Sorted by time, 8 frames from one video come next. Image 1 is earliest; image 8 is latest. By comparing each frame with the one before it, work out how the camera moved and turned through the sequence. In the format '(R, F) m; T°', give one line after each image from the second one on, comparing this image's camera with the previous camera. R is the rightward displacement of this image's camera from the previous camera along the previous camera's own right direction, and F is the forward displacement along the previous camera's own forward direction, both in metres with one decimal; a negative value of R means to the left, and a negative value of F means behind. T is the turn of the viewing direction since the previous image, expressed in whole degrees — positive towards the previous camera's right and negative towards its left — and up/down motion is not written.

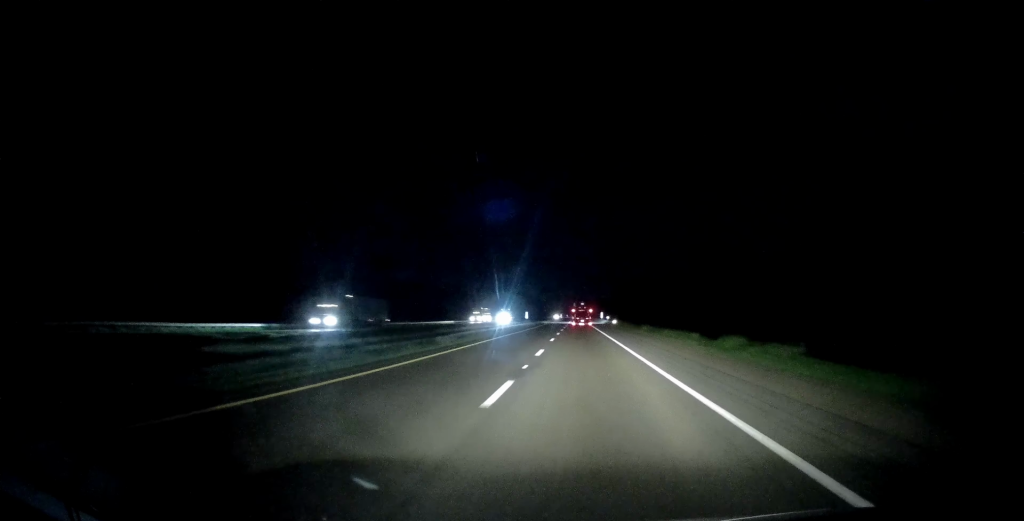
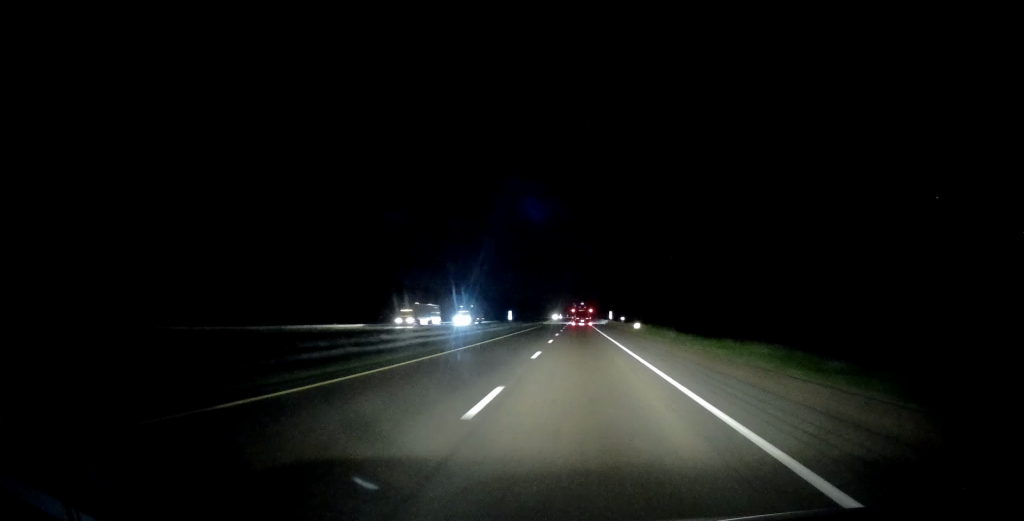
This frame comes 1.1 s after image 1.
(+0.3, +32.4) m; 0°
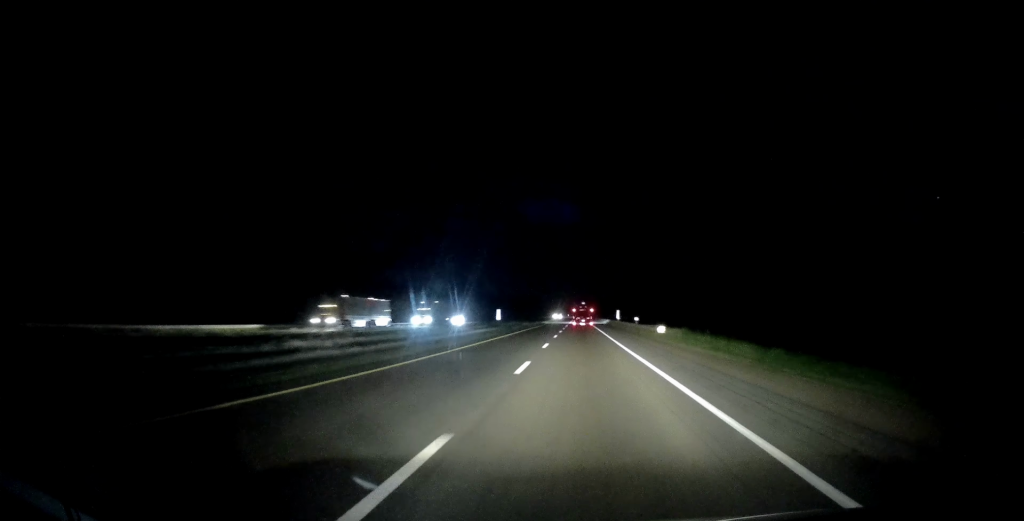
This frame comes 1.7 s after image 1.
(0.0, +16.2) m; -1°
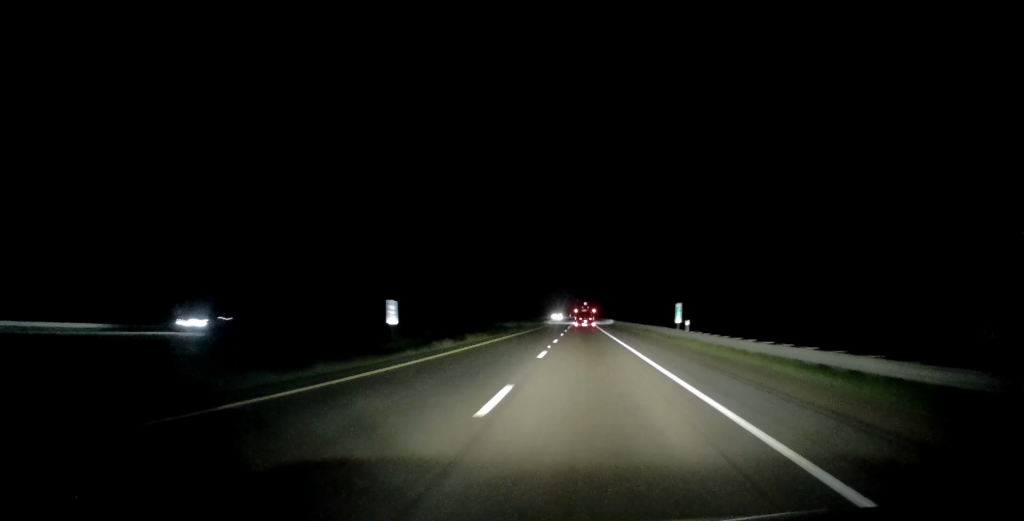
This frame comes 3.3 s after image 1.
(-1.0, +51.9) m; 0°
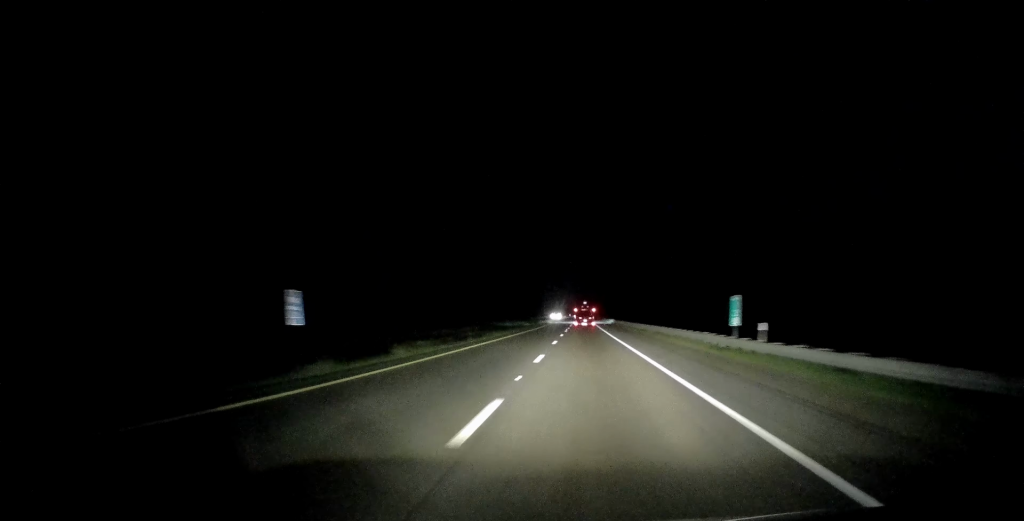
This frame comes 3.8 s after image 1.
(+0.3, +13.9) m; +1°
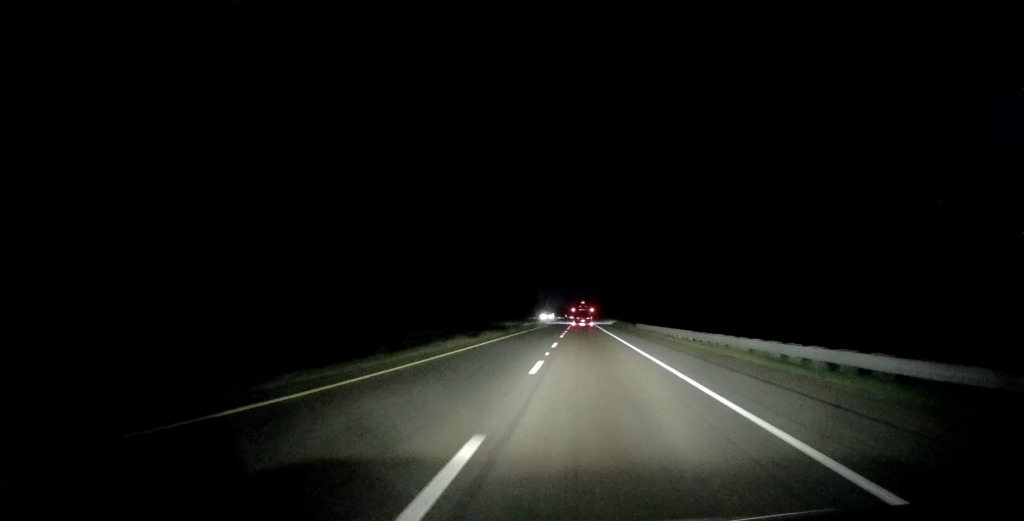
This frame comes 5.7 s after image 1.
(-0.2, +62.4) m; -1°
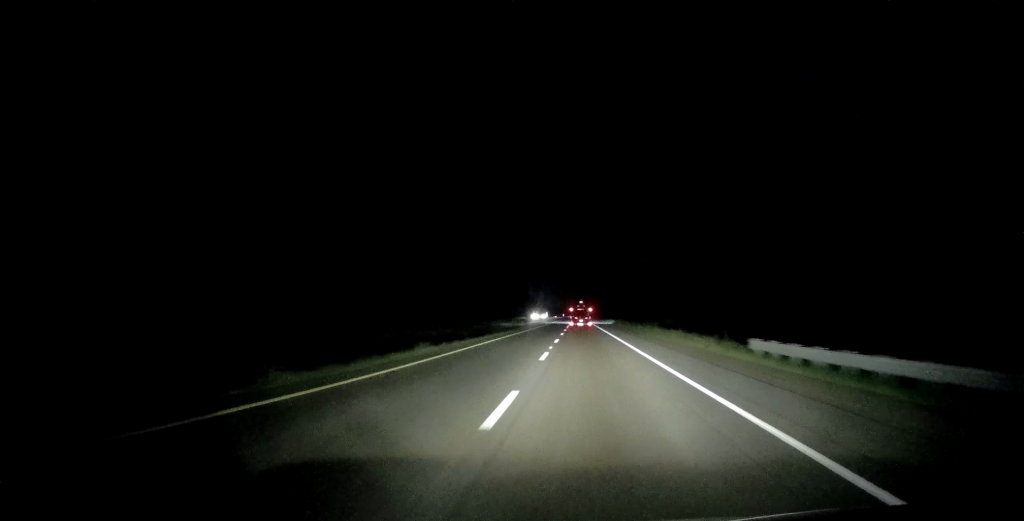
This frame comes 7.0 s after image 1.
(+0.3, +43.5) m; 0°
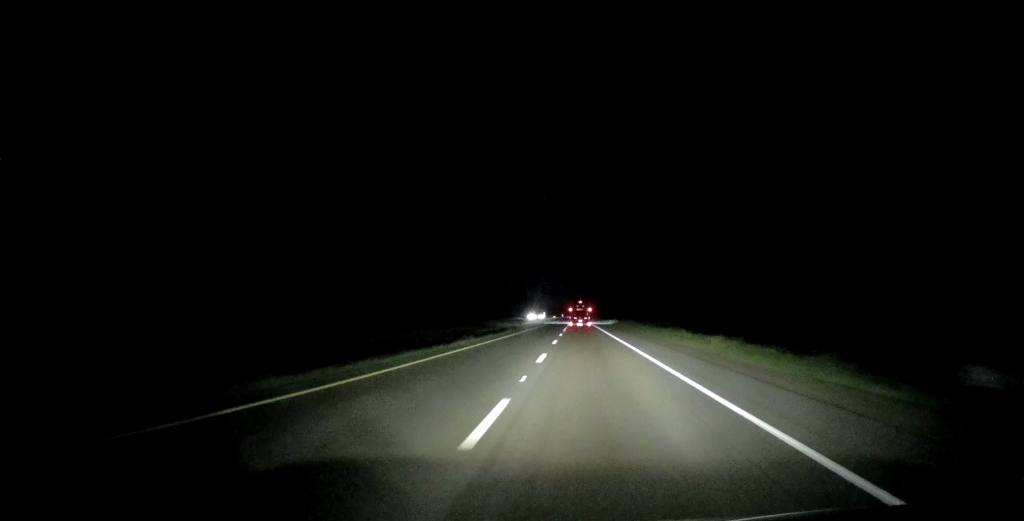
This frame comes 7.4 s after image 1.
(0.0, +13.1) m; 0°
